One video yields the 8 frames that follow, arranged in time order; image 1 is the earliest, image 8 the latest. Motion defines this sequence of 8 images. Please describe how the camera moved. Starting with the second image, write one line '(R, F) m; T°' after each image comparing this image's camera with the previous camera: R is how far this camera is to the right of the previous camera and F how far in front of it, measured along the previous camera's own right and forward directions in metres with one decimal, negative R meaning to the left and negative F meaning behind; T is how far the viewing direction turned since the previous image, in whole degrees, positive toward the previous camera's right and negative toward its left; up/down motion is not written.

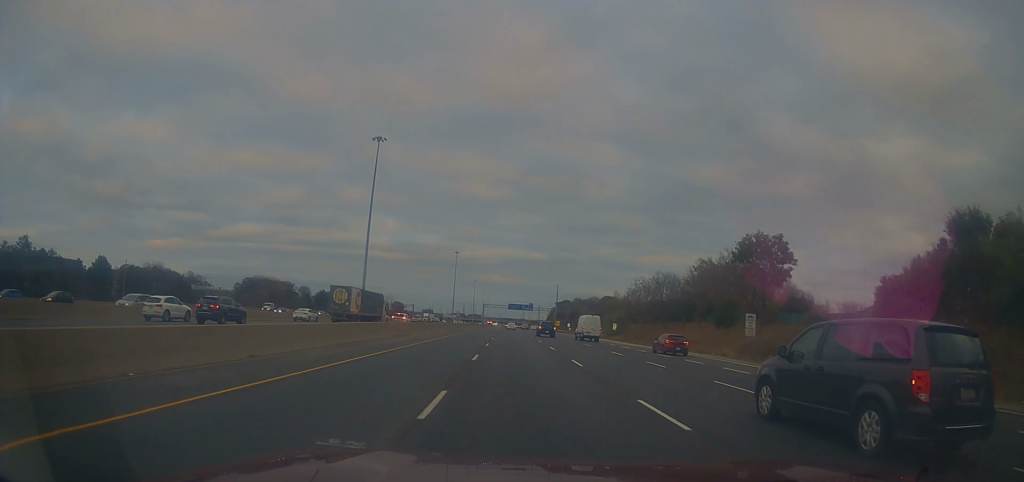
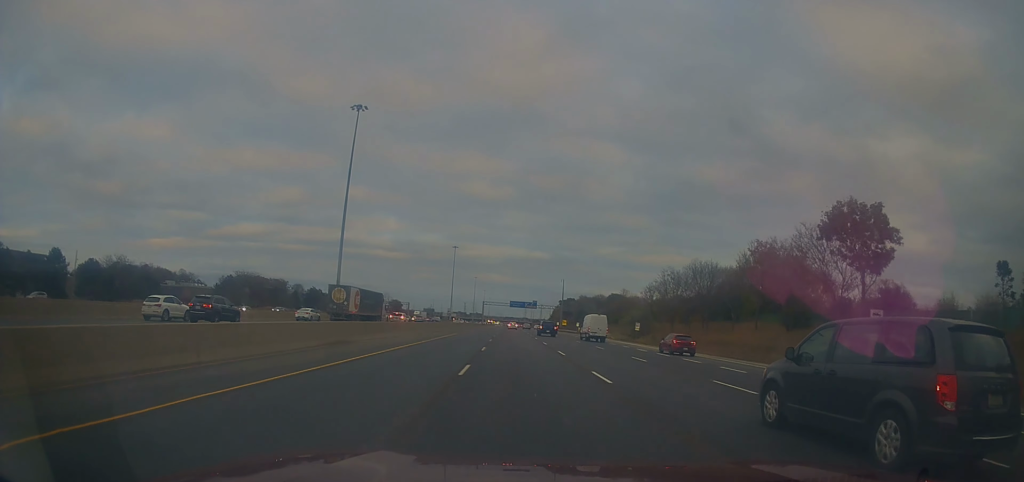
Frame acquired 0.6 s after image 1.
(-0.2, +17.5) m; 0°
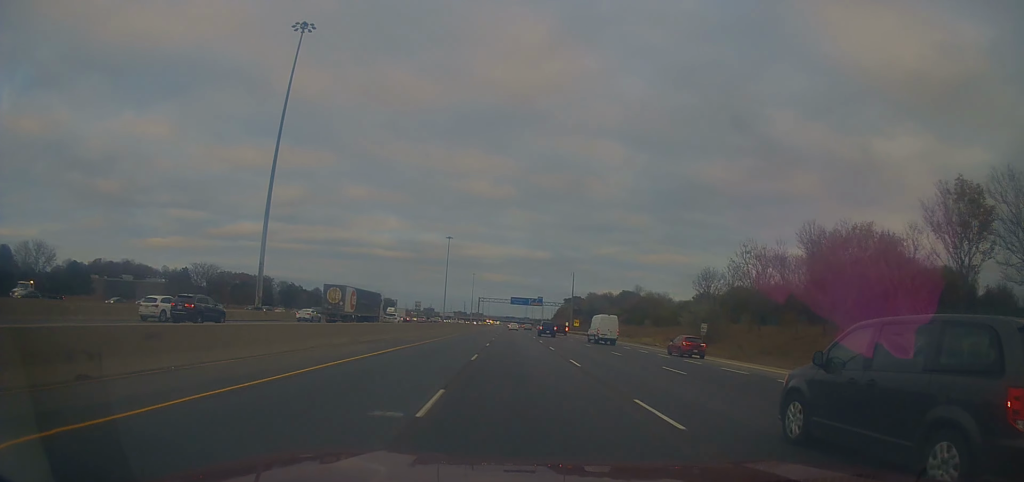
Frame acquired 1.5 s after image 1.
(+0.1, +30.3) m; +2°
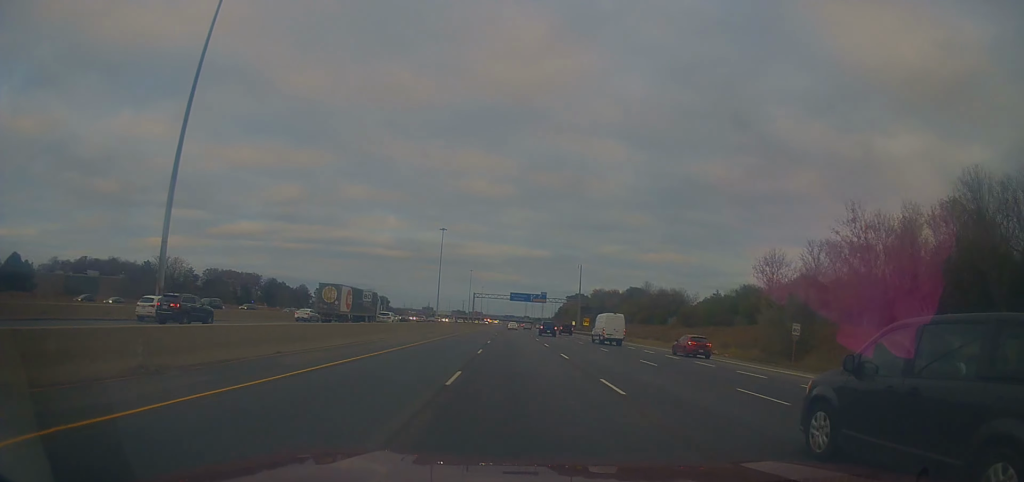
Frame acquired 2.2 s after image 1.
(+0.8, +20.1) m; 0°
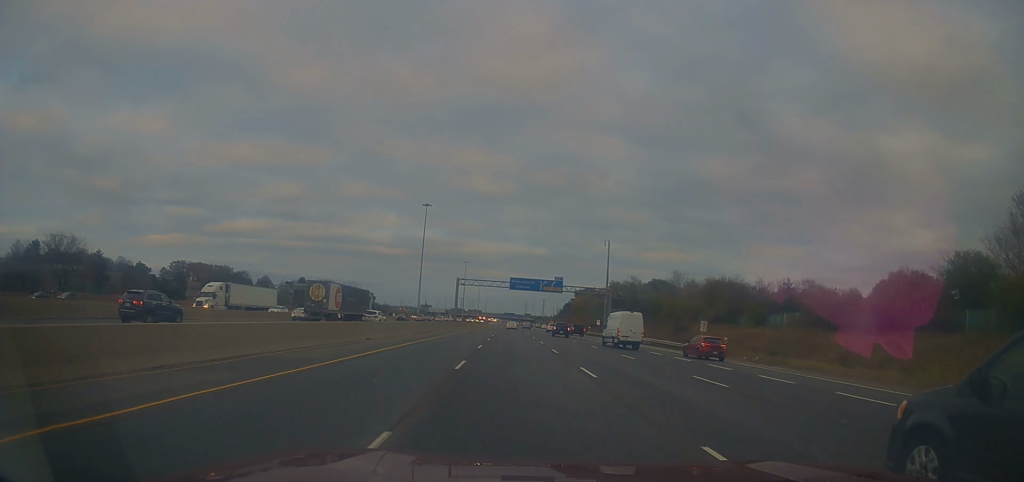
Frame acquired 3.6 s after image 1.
(-0.8, +44.4) m; -2°
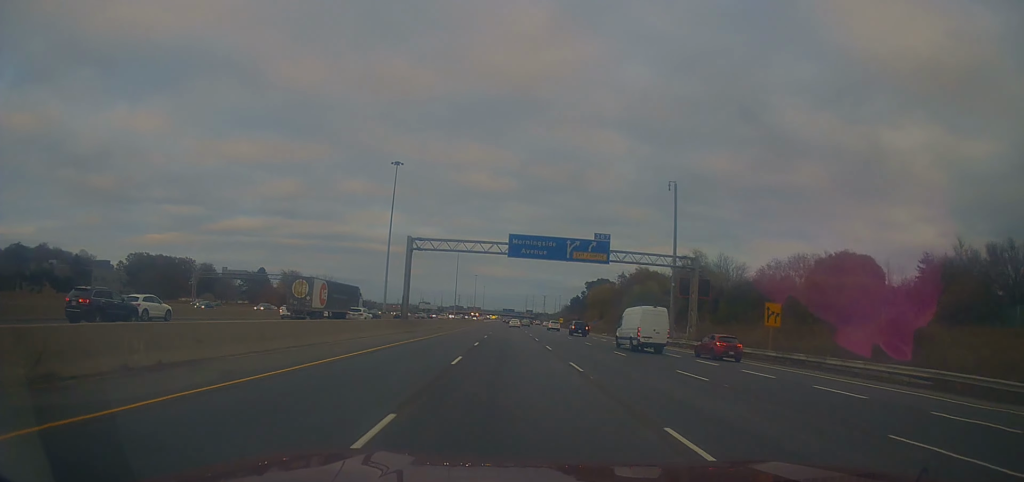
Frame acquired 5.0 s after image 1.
(+0.1, +46.7) m; +1°
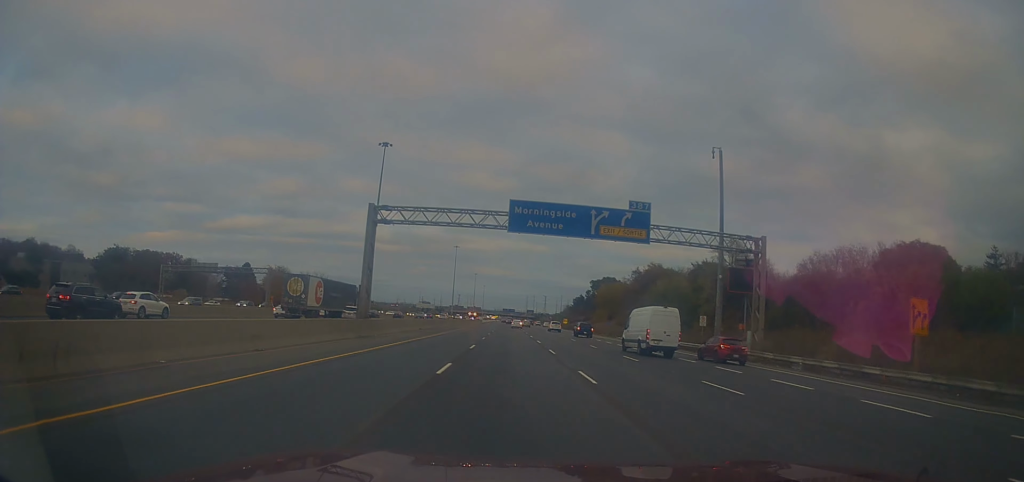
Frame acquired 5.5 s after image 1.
(-0.1, +14.8) m; 0°
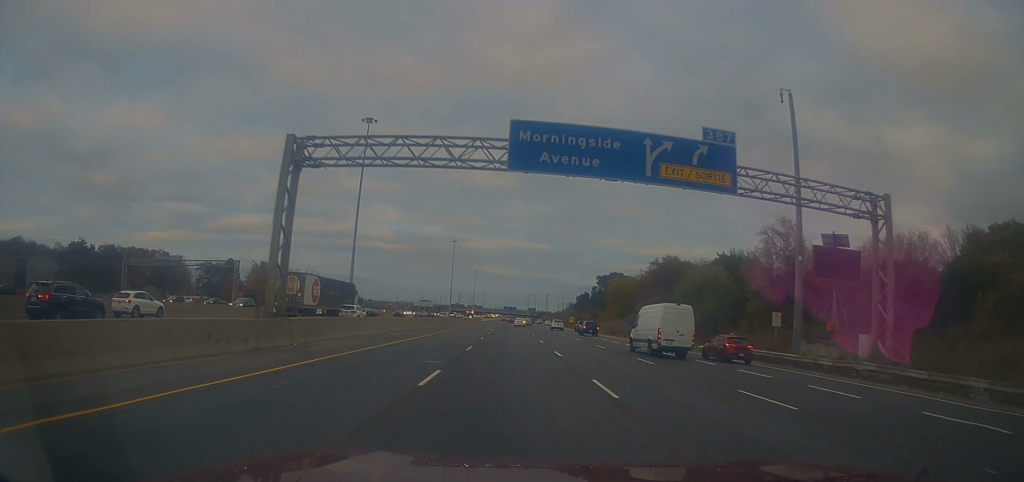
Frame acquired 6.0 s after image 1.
(+0.2, +14.8) m; 0°
